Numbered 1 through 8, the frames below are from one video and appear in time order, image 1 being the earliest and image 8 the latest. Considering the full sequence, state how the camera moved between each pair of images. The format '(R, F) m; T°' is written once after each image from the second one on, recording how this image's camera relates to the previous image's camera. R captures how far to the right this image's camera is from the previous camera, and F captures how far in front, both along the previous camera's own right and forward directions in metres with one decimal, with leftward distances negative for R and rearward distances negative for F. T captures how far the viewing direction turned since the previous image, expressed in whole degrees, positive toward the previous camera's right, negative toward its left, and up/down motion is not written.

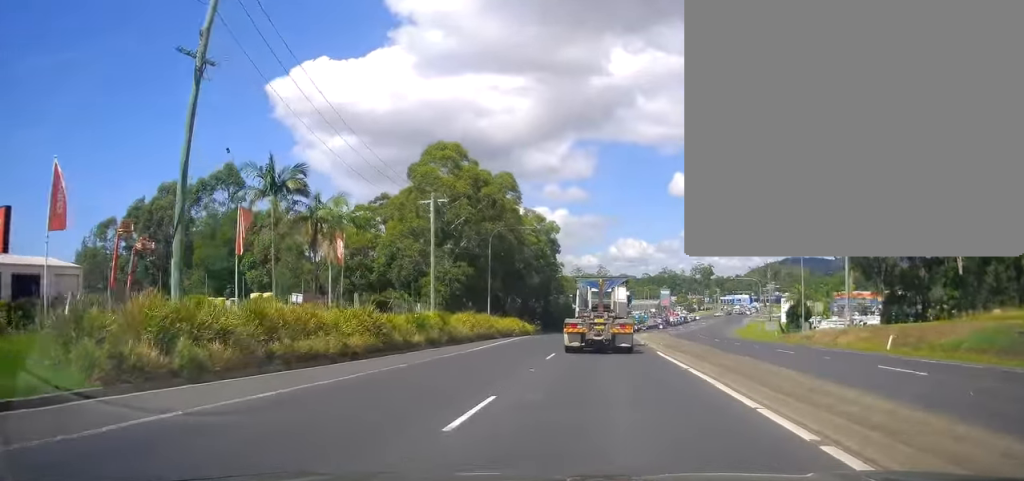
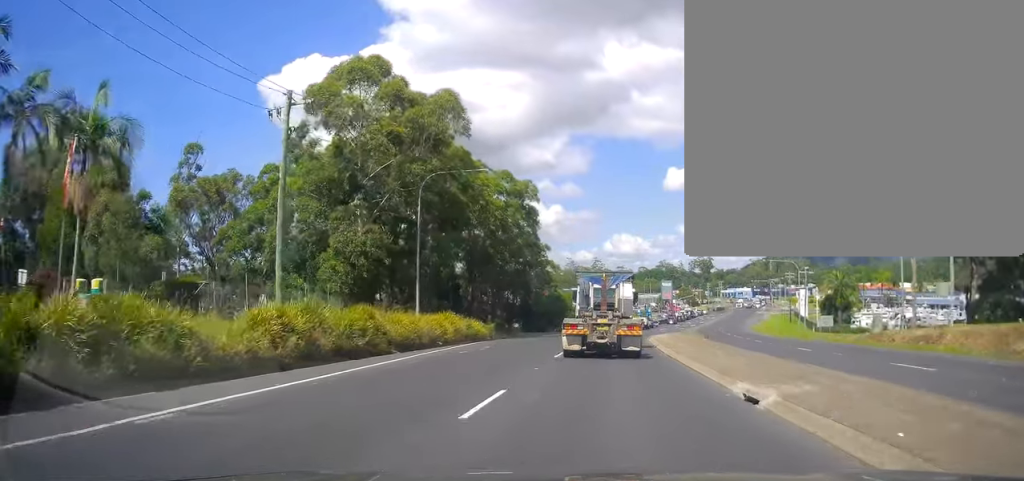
(-0.4, +24.4) m; +1°
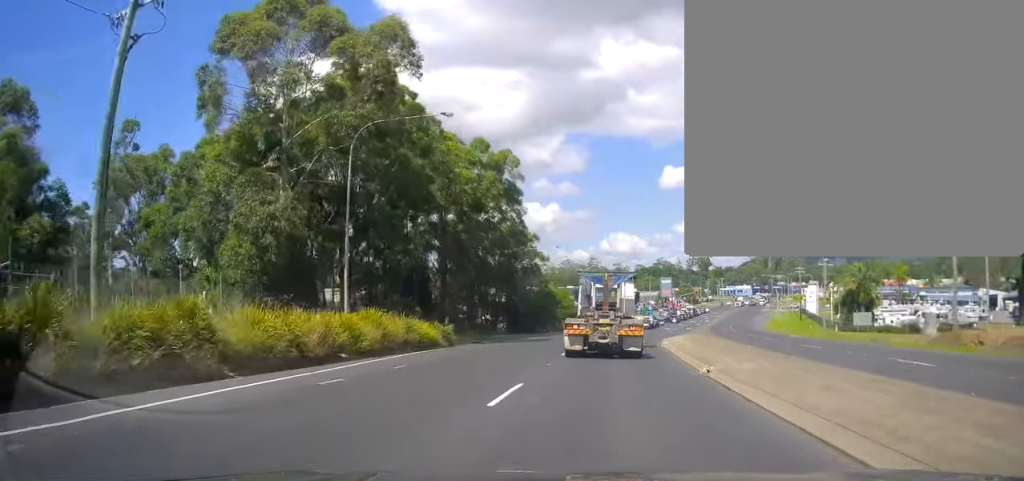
(+0.5, +11.4) m; 0°
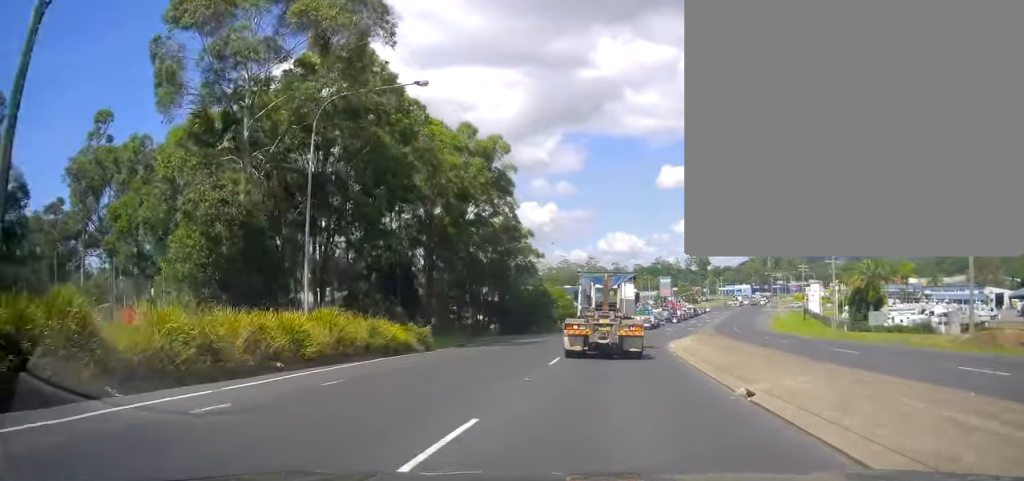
(-0.3, +4.1) m; -1°
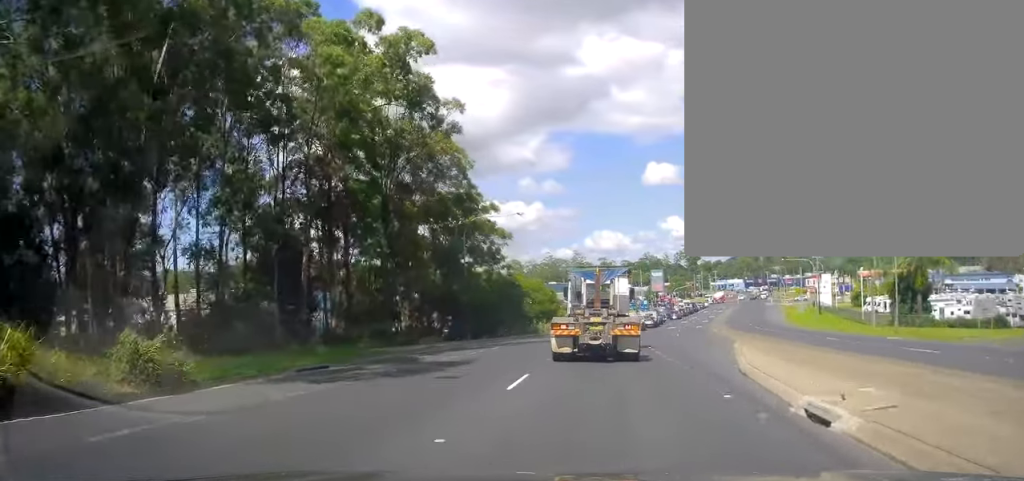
(+0.3, +17.8) m; +2°
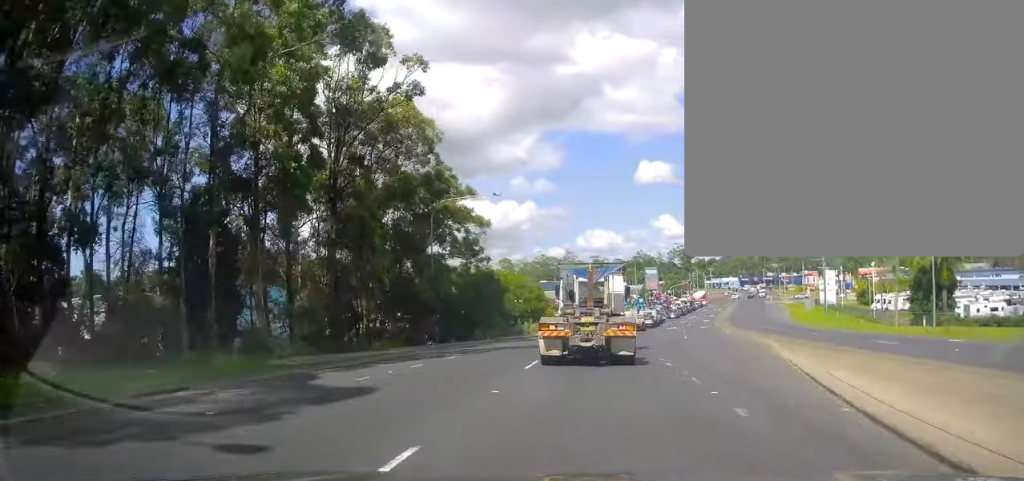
(+0.1, +7.6) m; 0°
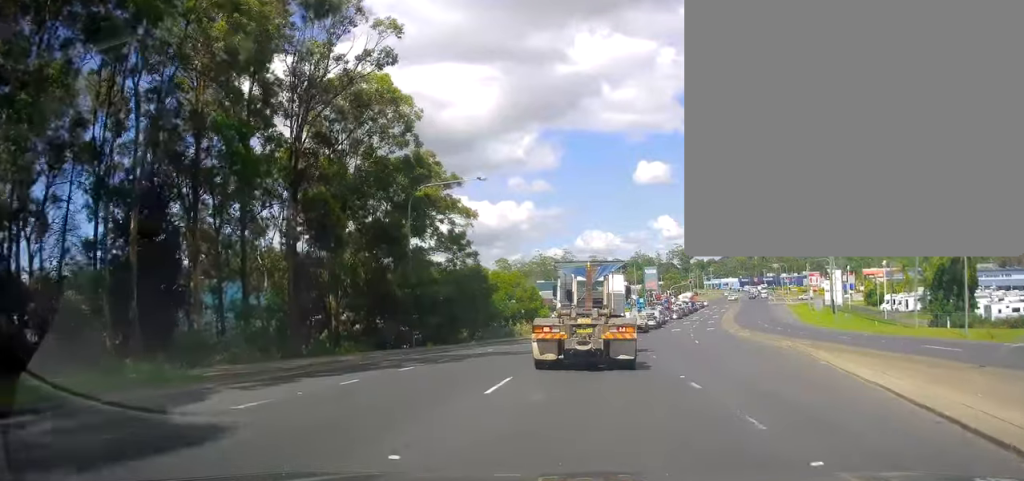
(+0.1, +5.0) m; 0°
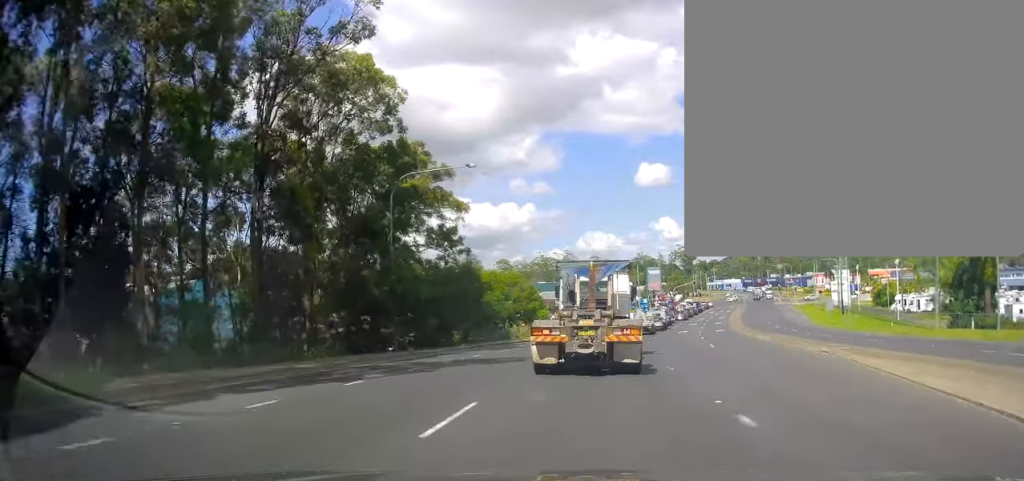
(-0.1, +3.9) m; -1°
